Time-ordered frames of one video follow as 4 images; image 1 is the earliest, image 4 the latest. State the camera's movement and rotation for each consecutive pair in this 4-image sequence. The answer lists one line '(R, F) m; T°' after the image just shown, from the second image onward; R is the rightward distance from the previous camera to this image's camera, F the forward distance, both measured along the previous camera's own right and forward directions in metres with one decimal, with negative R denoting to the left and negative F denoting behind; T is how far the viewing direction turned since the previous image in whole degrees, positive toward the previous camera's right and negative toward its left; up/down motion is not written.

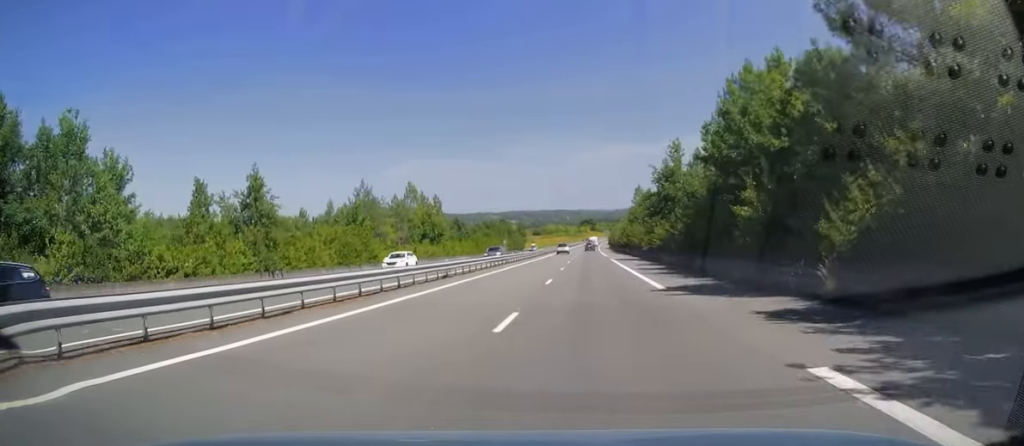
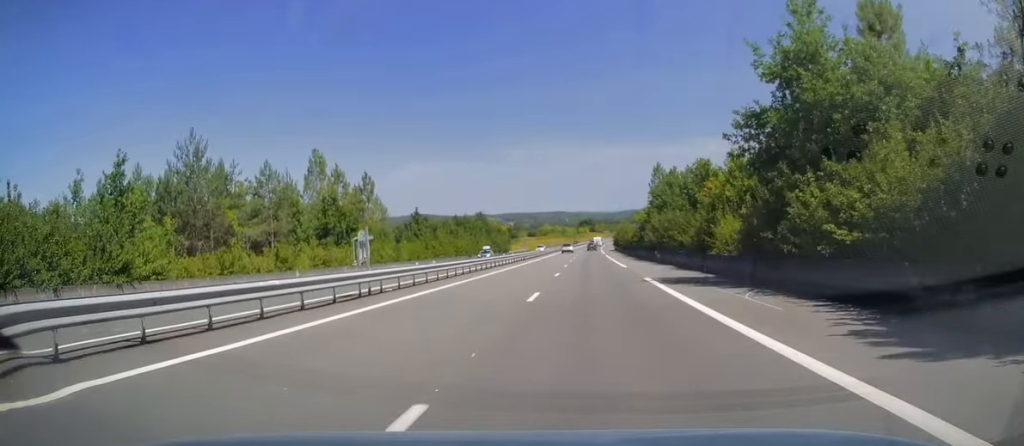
(0.0, +34.2) m; 0°
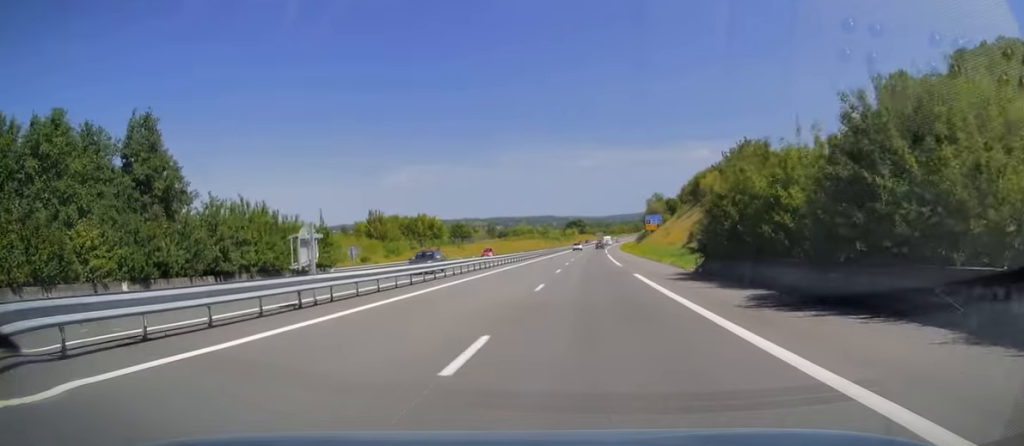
(+0.5, +101.9) m; +1°
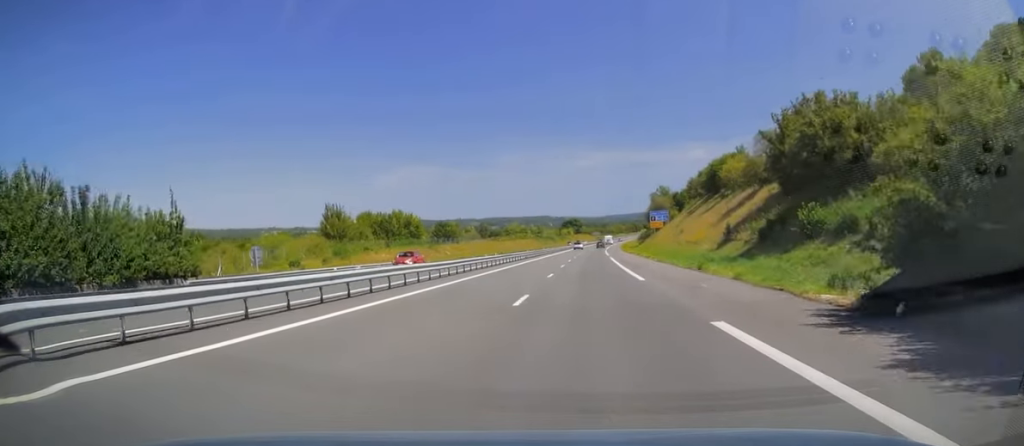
(0.0, +18.5) m; 0°
